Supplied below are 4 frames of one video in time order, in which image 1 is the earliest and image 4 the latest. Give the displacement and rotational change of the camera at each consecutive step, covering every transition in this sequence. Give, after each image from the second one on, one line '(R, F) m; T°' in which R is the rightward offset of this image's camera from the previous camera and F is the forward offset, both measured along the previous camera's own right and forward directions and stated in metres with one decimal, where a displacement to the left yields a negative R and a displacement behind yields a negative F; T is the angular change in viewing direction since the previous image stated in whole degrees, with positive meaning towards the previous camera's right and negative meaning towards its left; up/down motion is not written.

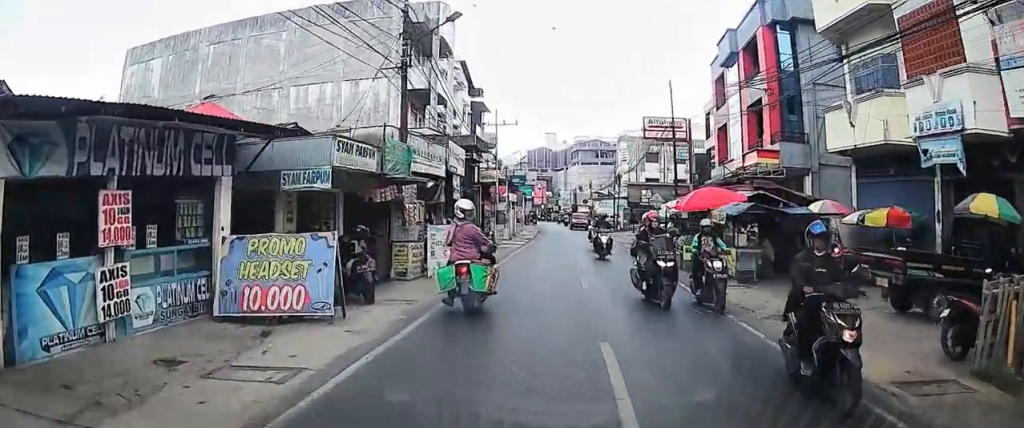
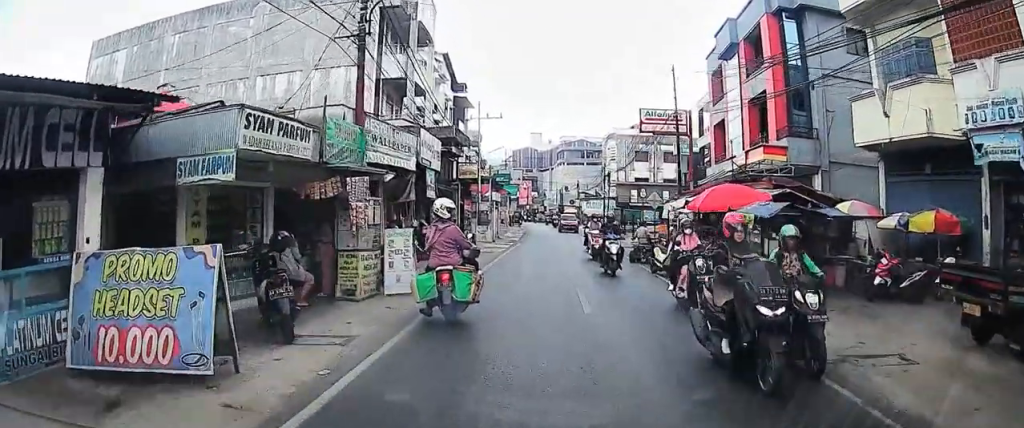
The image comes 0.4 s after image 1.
(0.0, +1.9) m; -1°
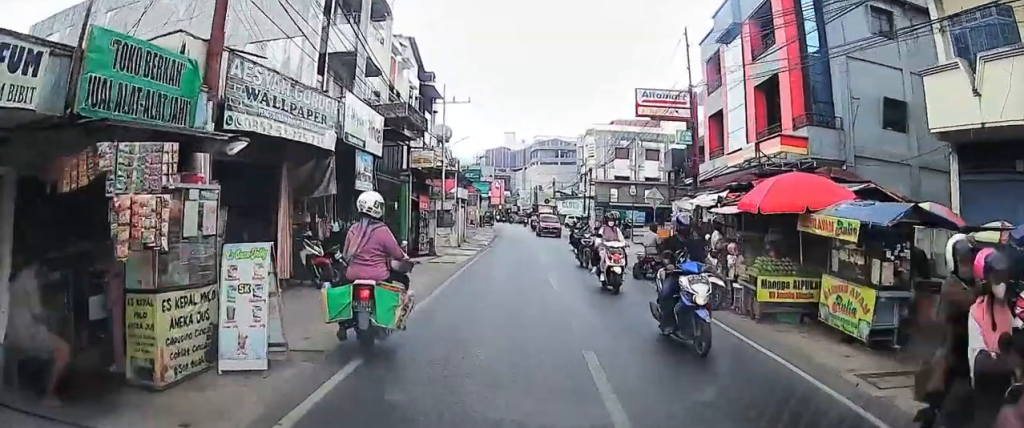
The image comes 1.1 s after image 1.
(0.0, +3.4) m; -1°
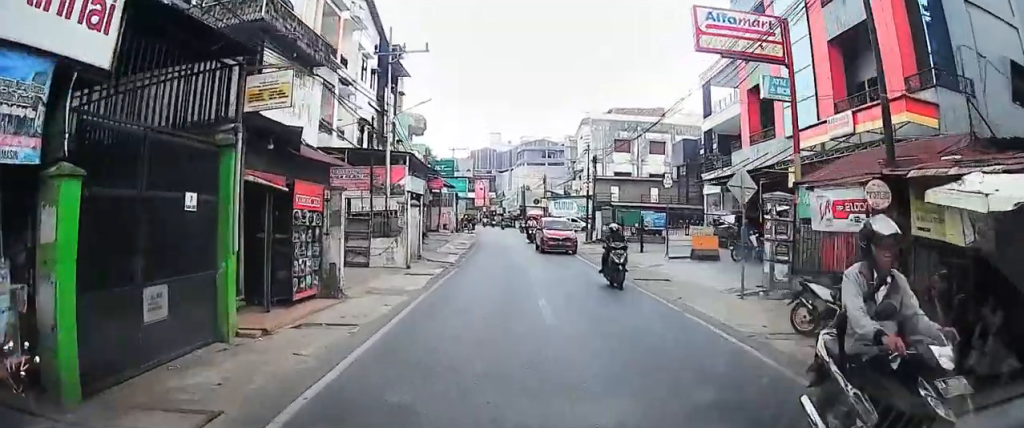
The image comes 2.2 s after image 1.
(-0.2, +7.3) m; -2°
